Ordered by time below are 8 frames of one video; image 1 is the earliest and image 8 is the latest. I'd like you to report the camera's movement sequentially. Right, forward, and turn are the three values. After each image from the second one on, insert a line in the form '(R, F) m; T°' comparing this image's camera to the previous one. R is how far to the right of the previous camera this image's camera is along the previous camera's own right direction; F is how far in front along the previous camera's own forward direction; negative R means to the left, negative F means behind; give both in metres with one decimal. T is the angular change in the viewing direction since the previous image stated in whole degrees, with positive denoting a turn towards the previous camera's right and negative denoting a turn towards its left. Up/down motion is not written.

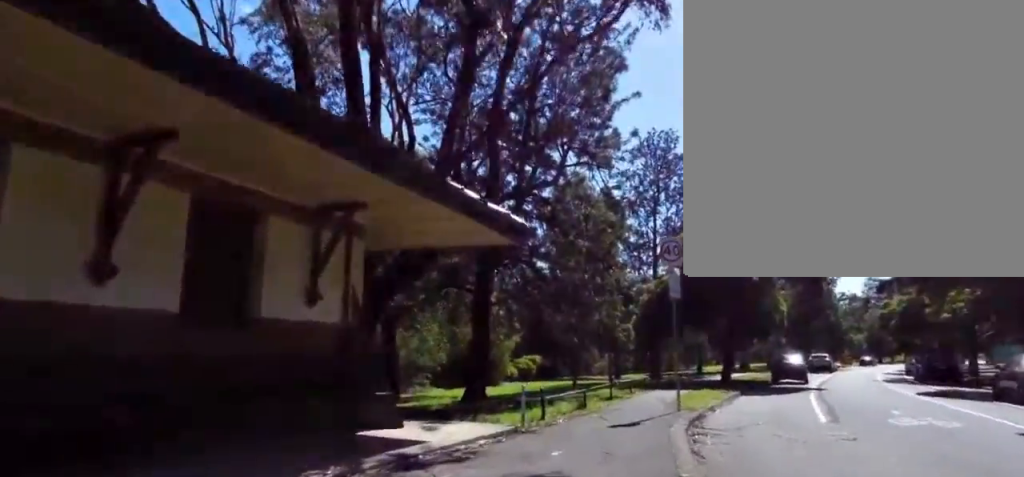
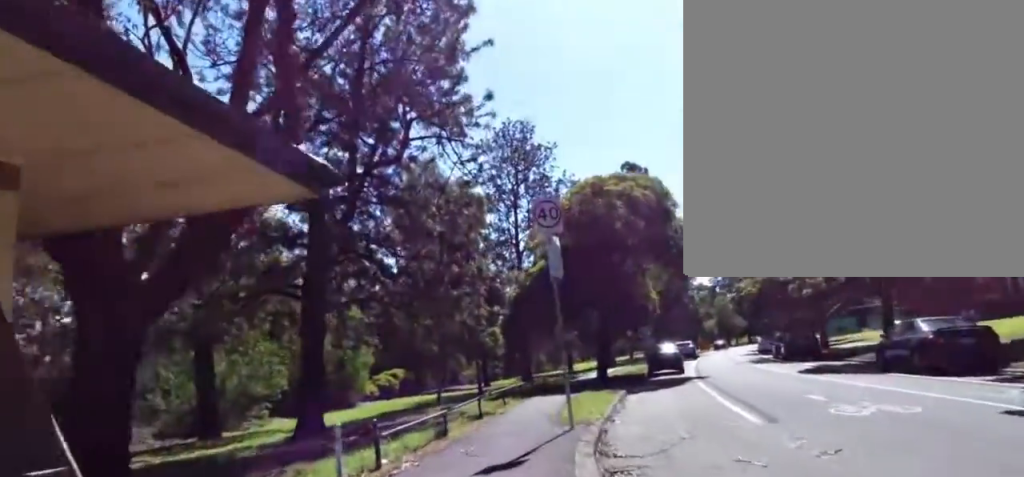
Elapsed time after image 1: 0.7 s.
(-0.5, +3.8) m; -4°
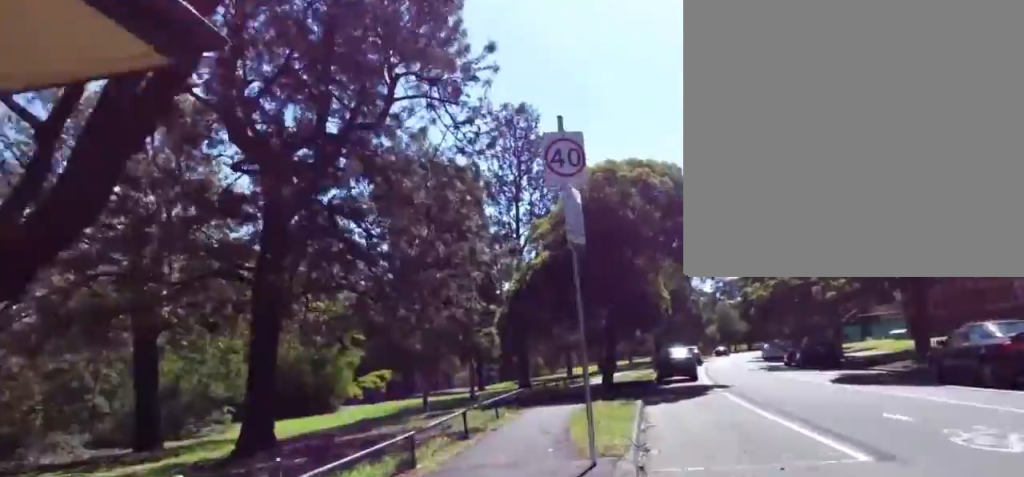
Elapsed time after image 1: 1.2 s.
(-0.4, +3.0) m; 0°
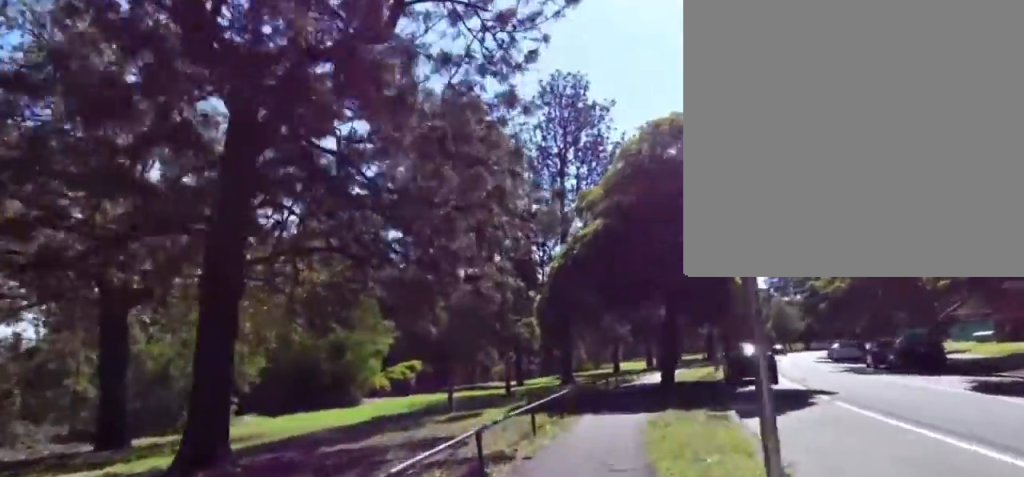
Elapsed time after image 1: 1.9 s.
(+0.6, +4.1) m; +7°
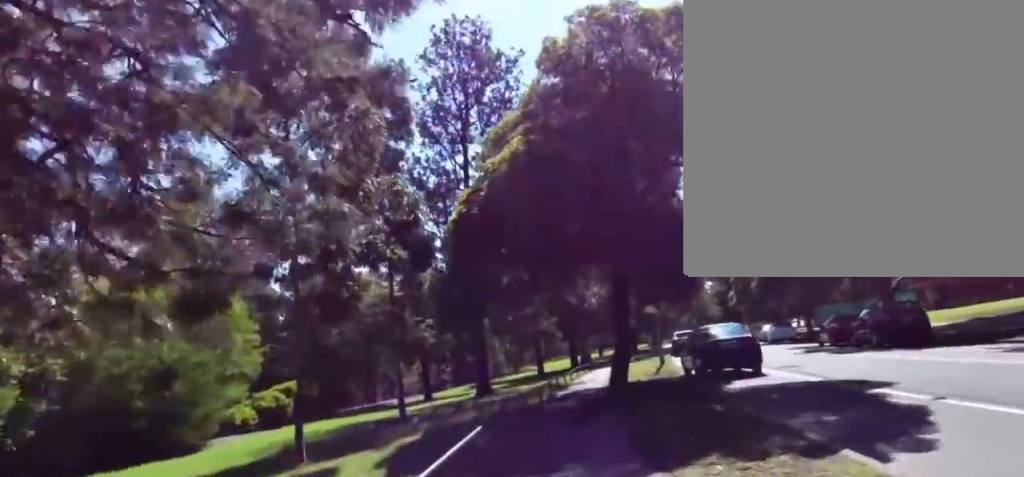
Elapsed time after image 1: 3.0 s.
(+0.3, +6.4) m; +10°
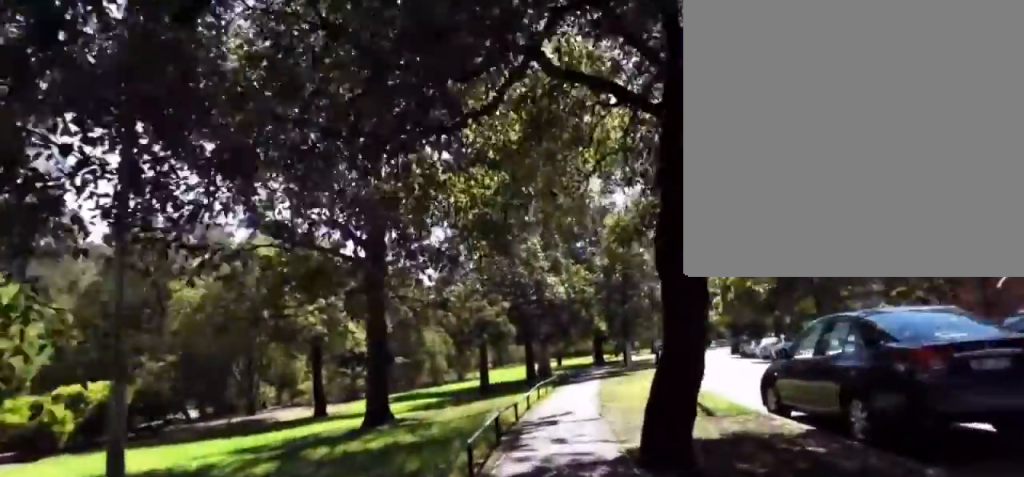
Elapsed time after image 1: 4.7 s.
(-0.5, +10.0) m; -7°
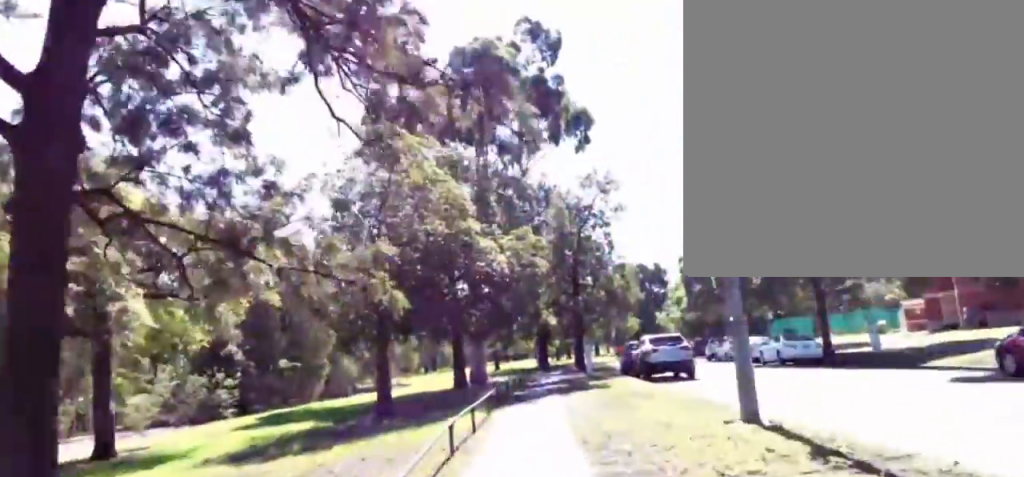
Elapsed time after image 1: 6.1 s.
(+0.9, +8.8) m; +7°
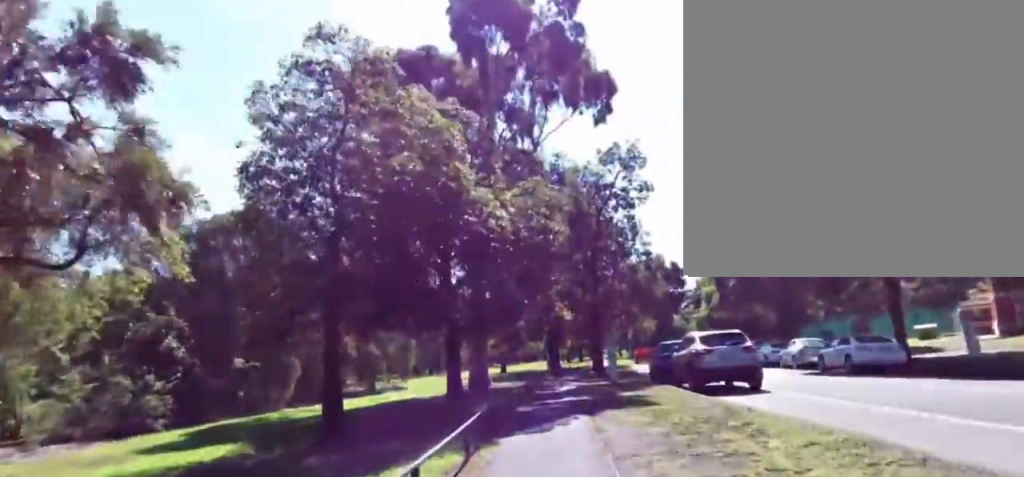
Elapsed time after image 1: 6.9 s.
(-0.6, +5.6) m; 0°
